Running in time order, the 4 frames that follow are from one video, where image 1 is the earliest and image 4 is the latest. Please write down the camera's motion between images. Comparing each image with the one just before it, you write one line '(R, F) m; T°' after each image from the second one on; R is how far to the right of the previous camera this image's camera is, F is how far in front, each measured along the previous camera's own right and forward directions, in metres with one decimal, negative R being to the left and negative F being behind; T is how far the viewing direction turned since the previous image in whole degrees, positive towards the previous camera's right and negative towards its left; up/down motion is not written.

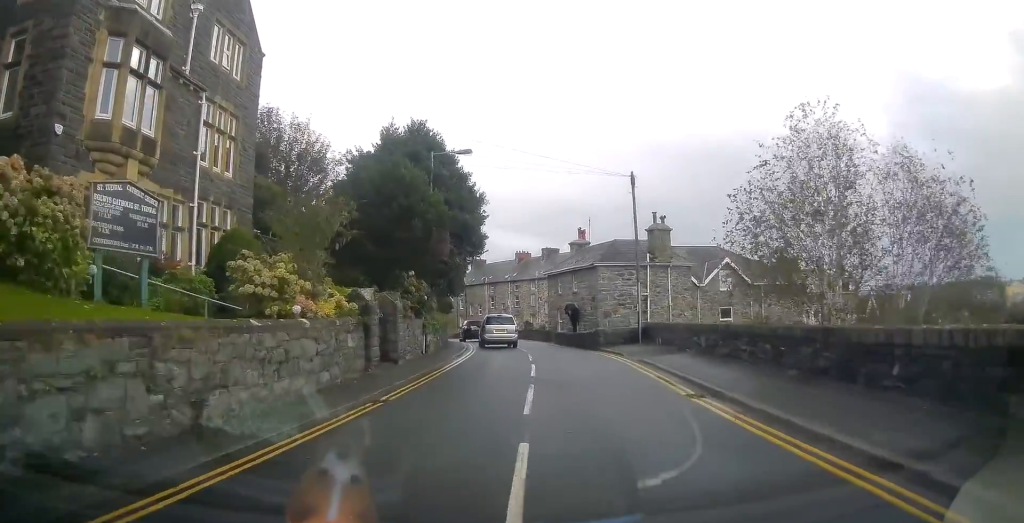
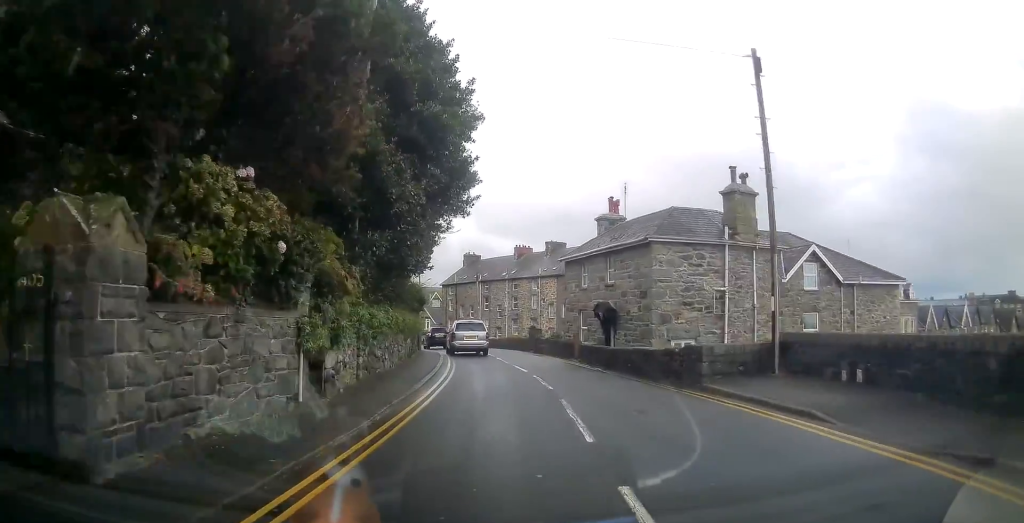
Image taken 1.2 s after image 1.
(+0.2, +13.5) m; +1°
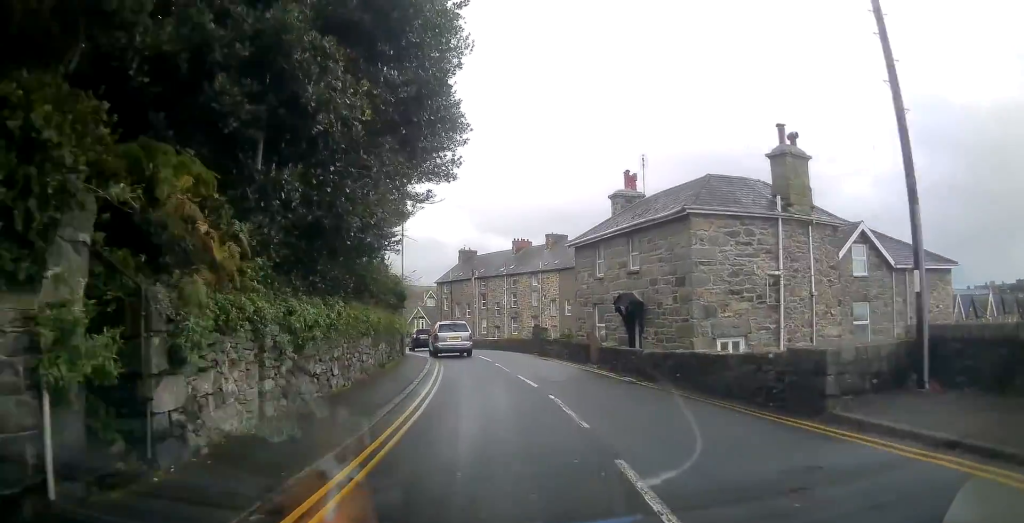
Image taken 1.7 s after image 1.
(+0.1, +5.1) m; 0°
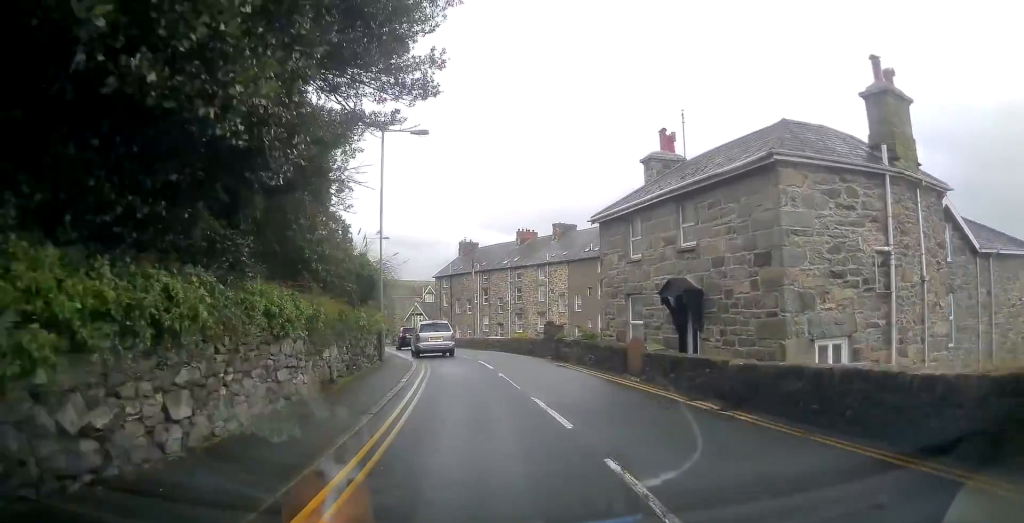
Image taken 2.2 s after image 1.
(0.0, +5.8) m; -1°
